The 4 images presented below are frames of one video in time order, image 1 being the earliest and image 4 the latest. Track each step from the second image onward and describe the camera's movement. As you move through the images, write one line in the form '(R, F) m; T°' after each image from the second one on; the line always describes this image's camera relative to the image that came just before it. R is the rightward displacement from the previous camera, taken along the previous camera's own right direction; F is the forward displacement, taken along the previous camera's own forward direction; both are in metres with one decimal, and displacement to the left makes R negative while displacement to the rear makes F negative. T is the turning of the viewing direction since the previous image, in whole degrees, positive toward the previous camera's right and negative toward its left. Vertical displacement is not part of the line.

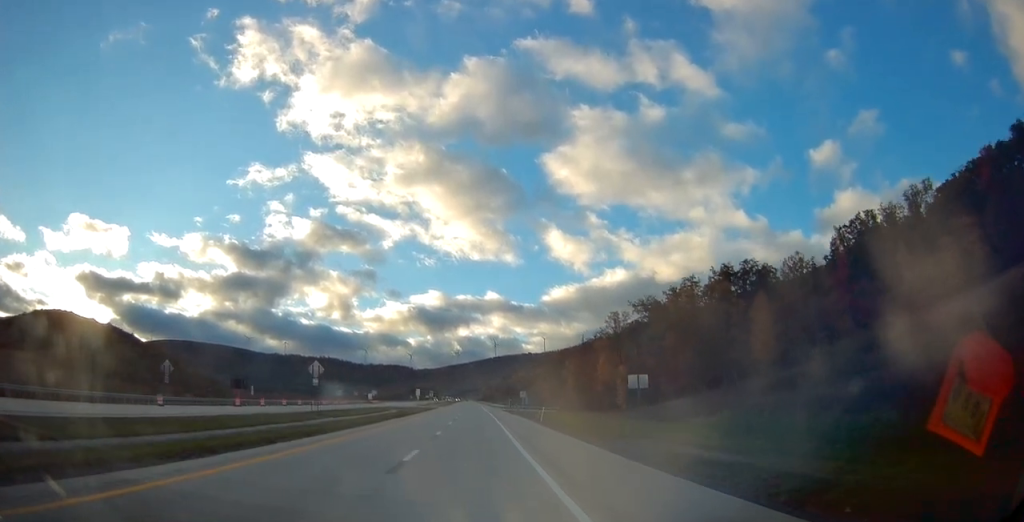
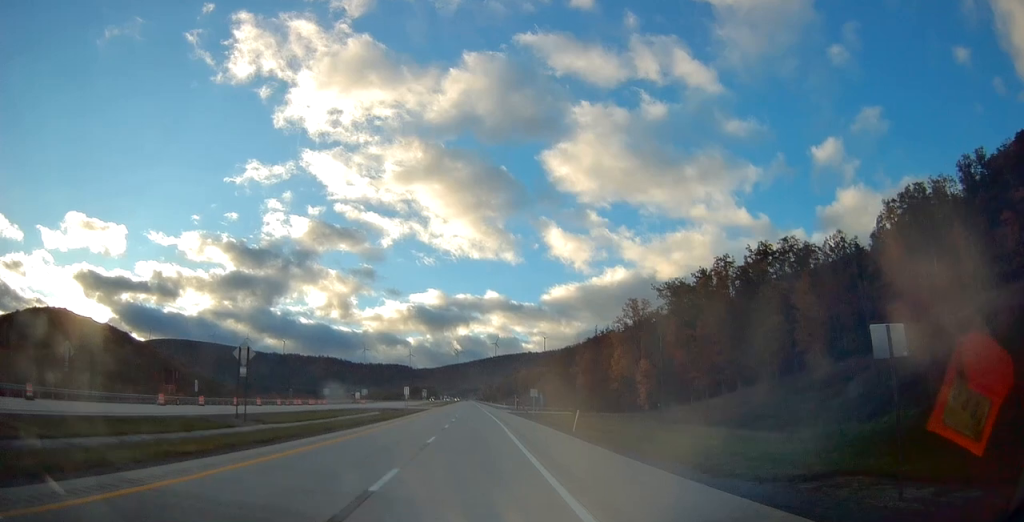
(-0.1, +17.5) m; 0°
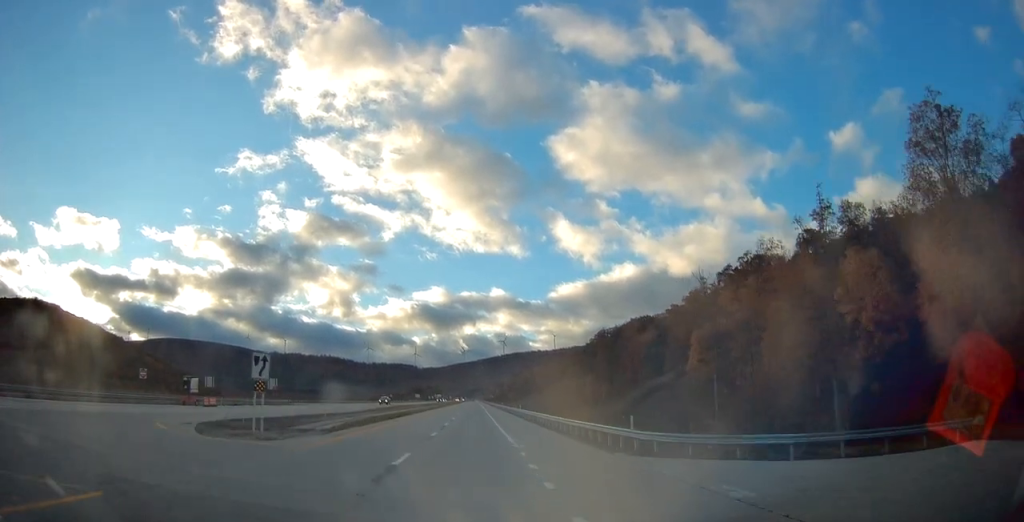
(-0.2, +92.6) m; -1°
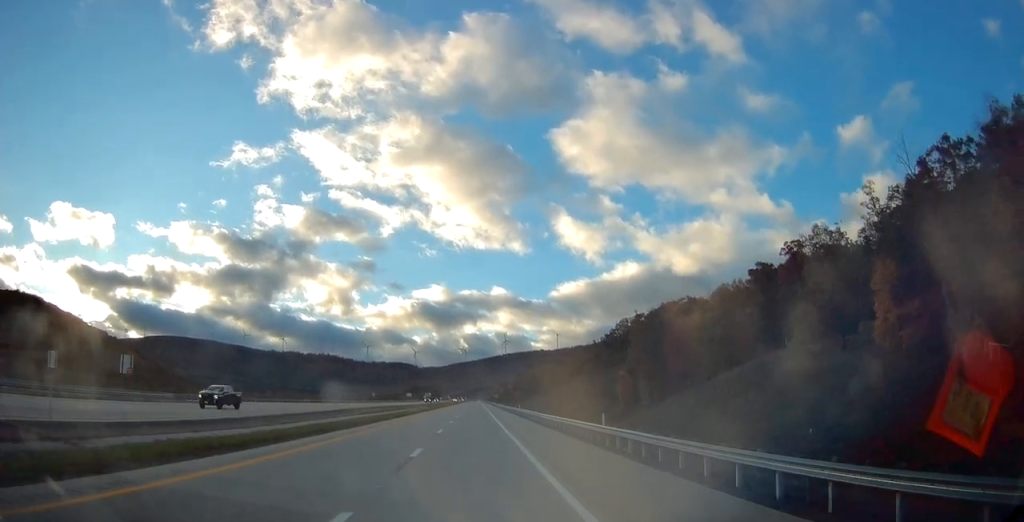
(+0.4, +46.1) m; 0°
